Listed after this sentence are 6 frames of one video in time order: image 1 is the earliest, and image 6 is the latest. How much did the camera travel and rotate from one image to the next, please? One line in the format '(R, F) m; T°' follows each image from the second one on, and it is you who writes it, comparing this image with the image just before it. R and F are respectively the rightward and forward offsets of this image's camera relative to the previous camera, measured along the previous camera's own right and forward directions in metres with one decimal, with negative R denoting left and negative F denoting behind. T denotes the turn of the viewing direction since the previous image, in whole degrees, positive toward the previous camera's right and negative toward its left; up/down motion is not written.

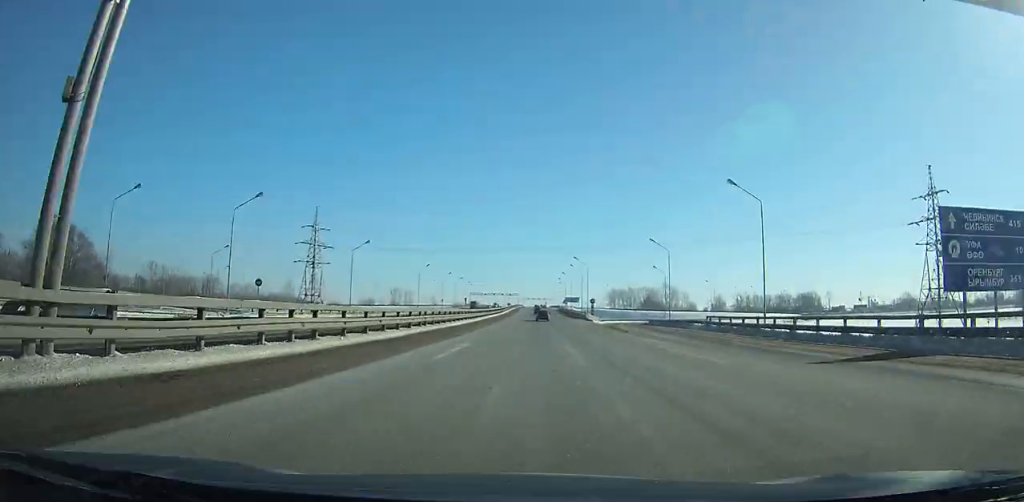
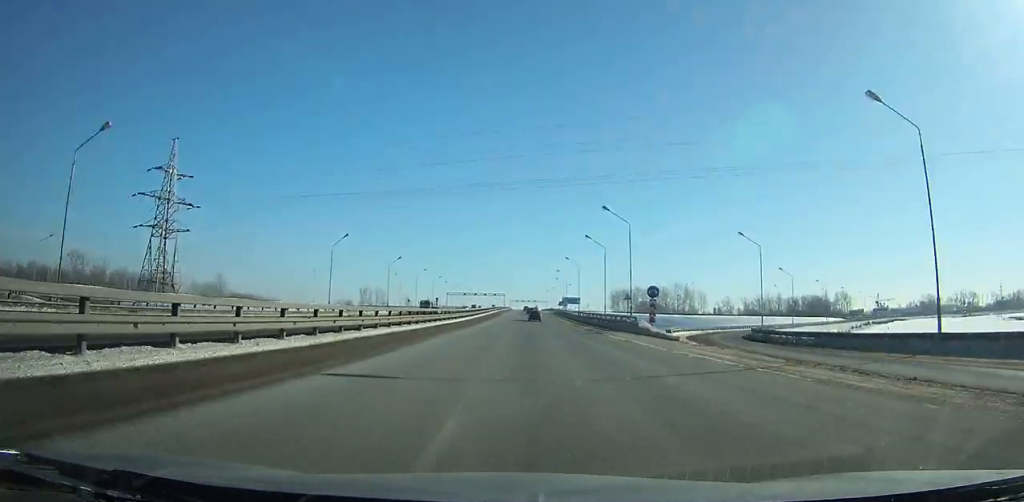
(-0.2, +50.6) m; 0°
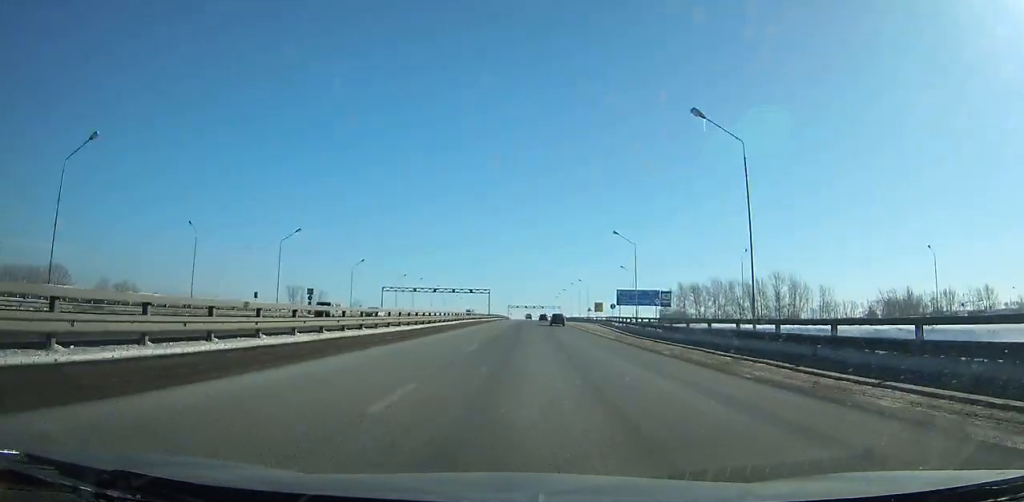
(+0.9, +116.1) m; +1°
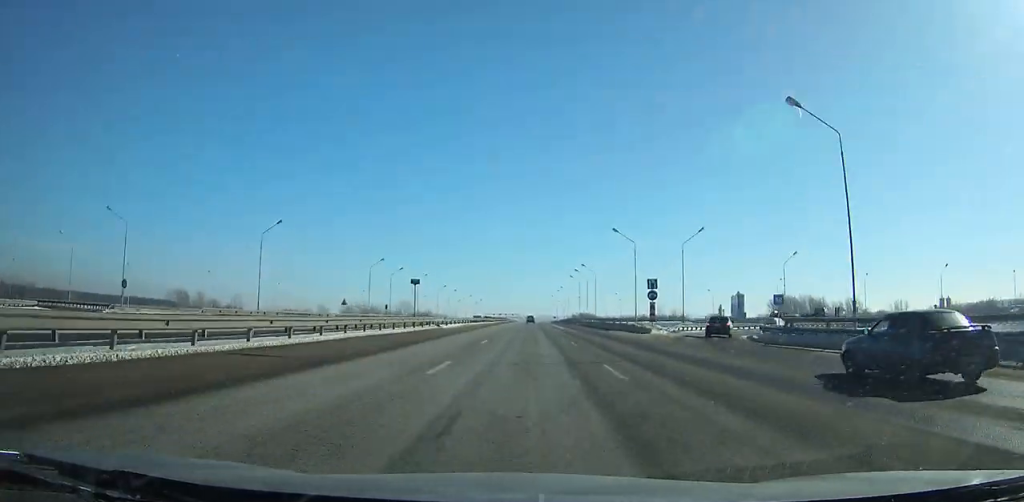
(-2.0, +269.0) m; -1°
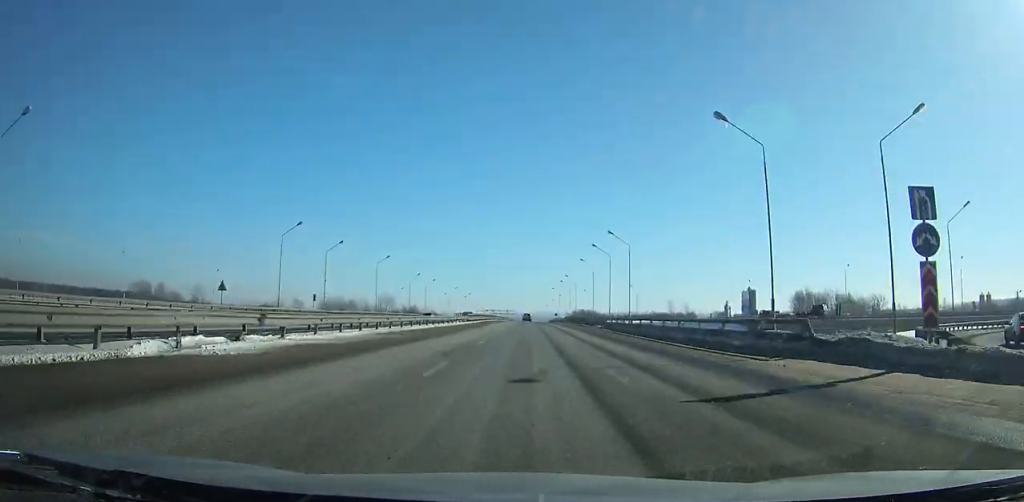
(0.0, +36.4) m; 0°
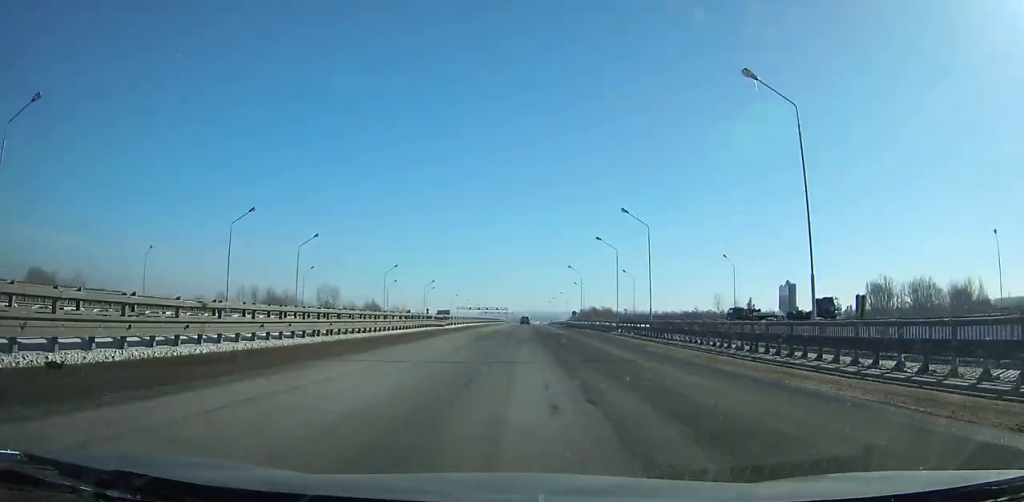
(+0.1, +84.3) m; 0°
